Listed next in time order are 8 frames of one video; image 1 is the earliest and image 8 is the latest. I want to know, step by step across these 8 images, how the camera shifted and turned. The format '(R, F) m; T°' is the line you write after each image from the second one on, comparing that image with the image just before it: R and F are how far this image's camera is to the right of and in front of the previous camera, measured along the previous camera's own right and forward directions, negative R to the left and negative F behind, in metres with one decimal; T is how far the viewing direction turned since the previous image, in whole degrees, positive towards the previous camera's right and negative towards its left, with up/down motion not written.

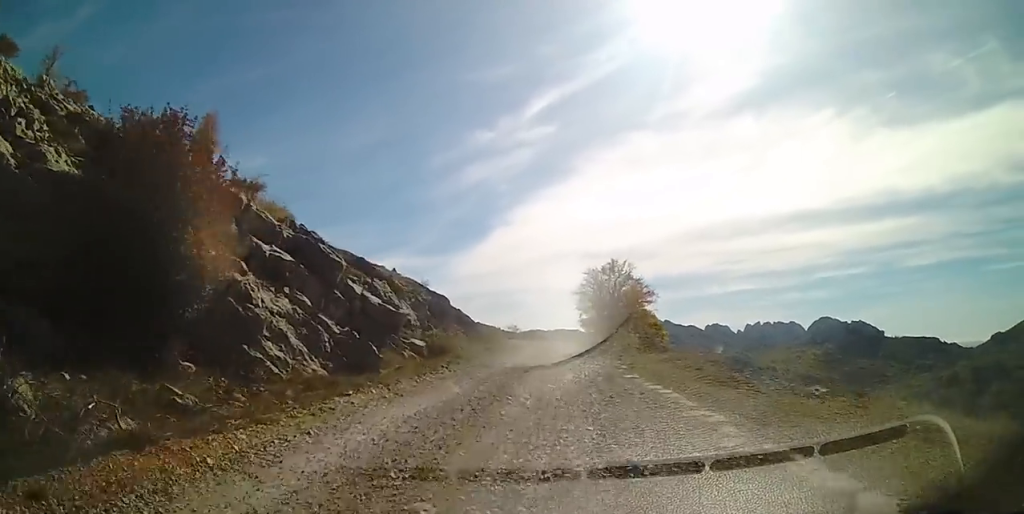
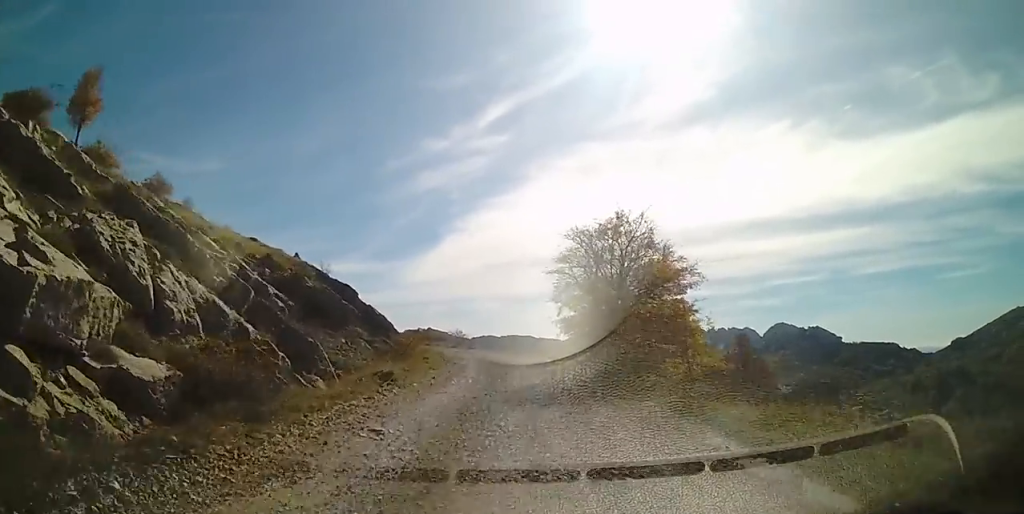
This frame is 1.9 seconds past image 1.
(0.0, +13.0) m; 0°
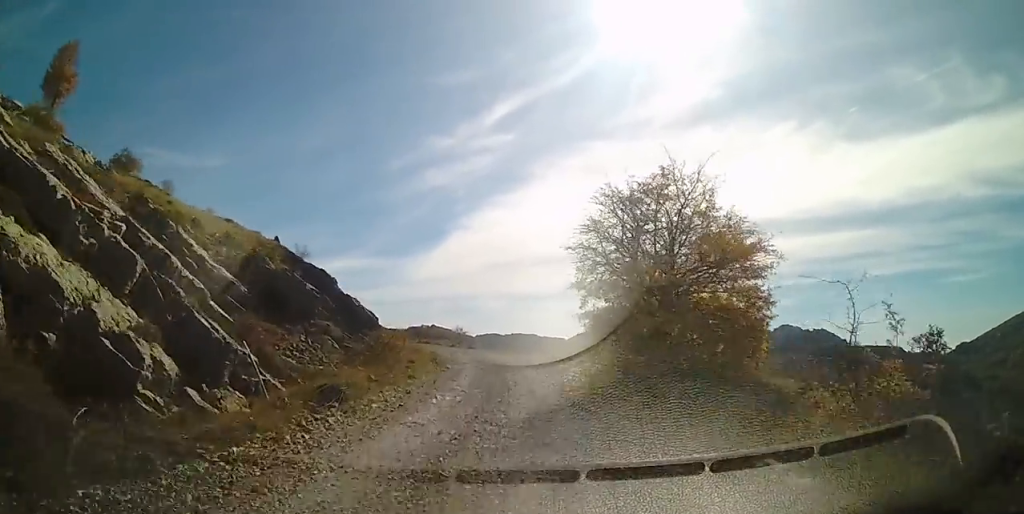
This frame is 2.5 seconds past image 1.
(+0.2, +4.5) m; +2°
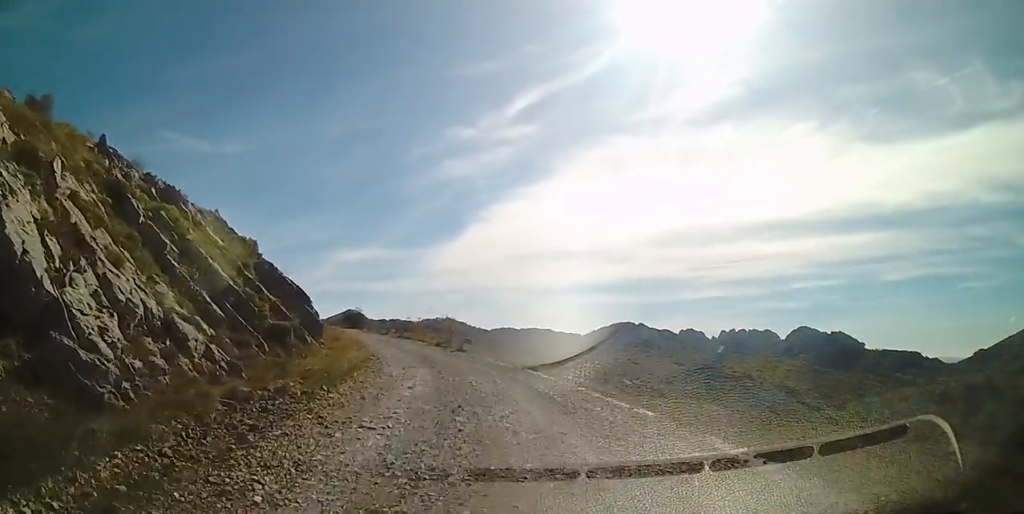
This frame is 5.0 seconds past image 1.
(-0.4, +17.7) m; -2°
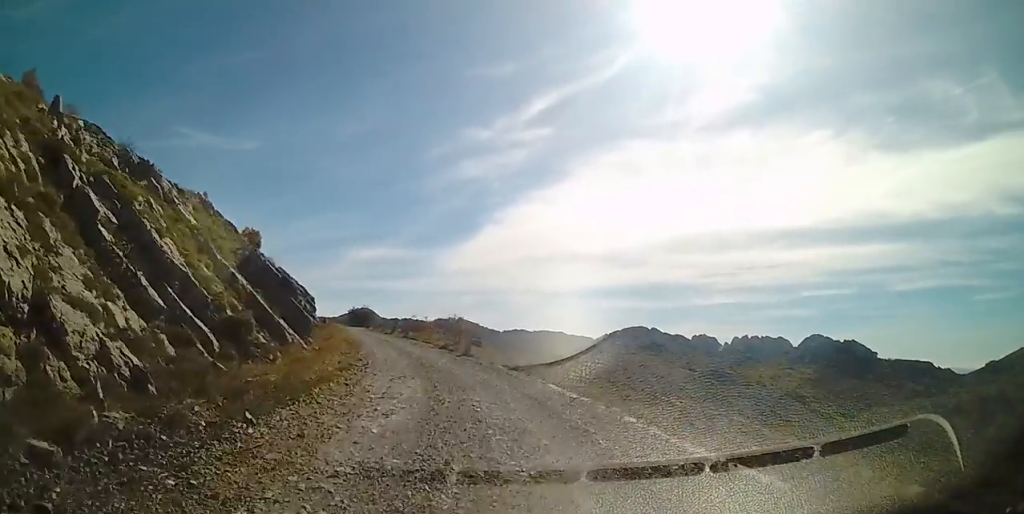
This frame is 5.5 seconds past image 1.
(+0.1, +3.3) m; 0°
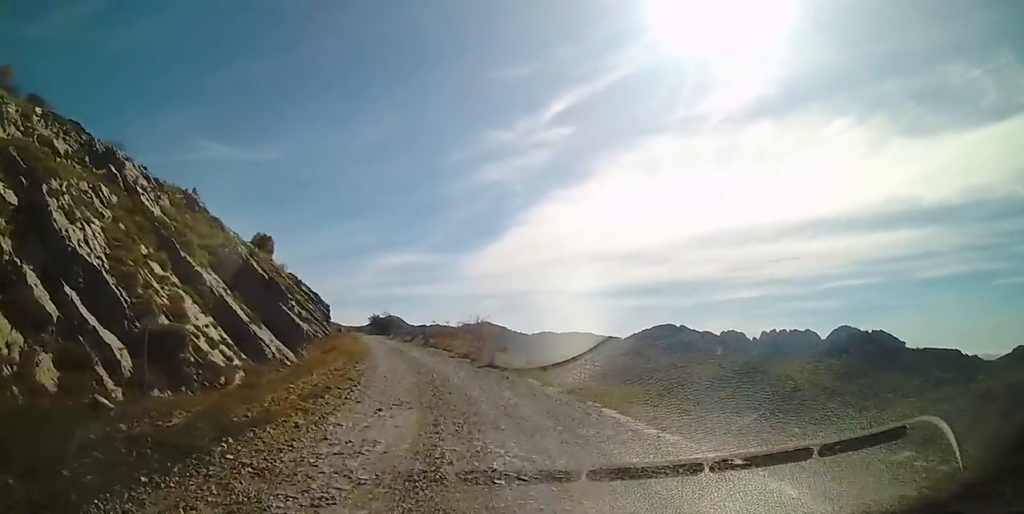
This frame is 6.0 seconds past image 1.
(0.0, +3.8) m; -2°
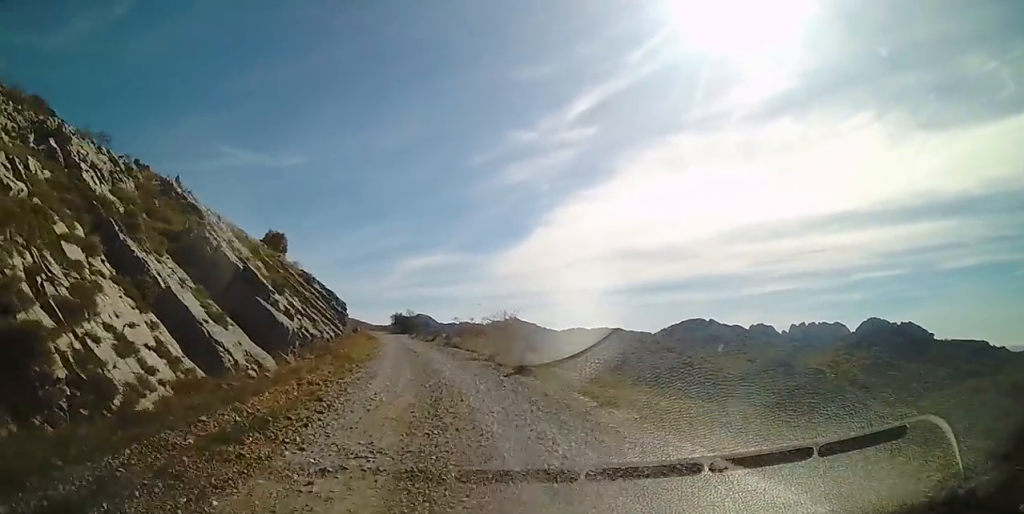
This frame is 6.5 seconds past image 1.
(0.0, +3.8) m; -5°
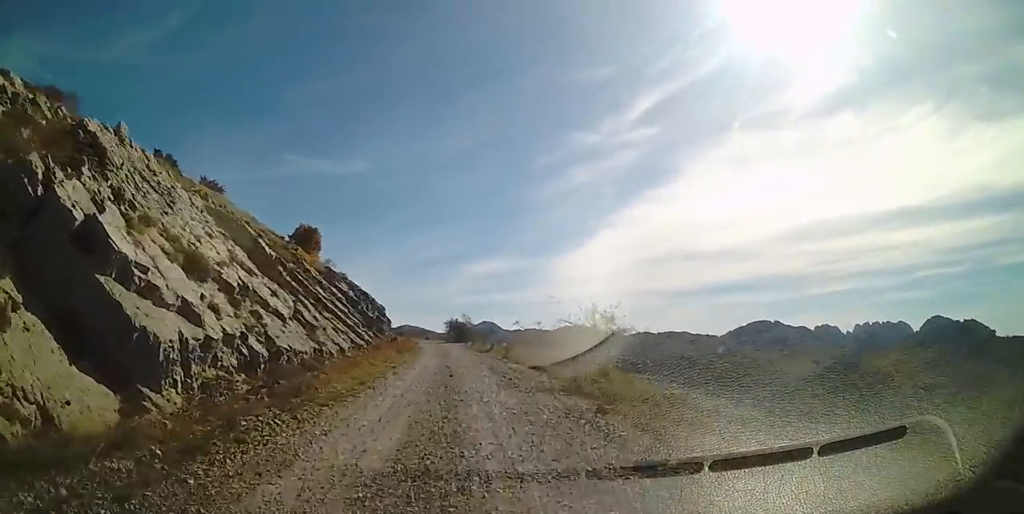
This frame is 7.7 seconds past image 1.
(-1.0, +8.6) m; -9°
